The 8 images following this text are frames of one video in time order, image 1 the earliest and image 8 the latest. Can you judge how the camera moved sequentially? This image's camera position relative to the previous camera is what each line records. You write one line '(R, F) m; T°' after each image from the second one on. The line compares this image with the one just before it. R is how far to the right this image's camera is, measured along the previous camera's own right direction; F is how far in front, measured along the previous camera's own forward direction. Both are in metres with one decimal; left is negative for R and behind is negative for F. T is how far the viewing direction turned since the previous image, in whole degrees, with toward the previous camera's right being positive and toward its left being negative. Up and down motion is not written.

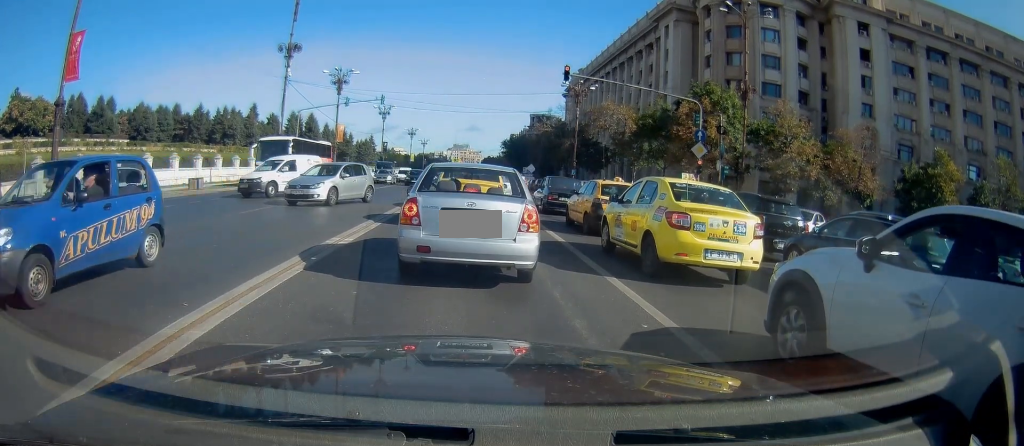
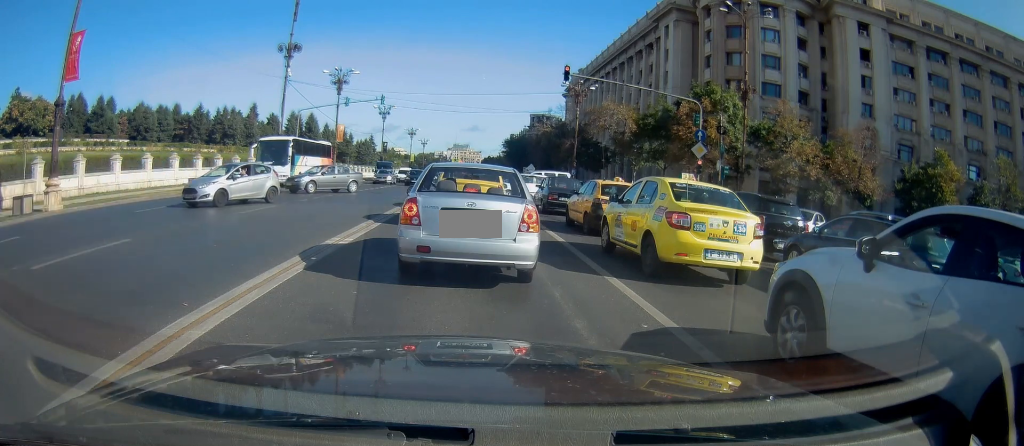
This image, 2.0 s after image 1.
(0.0, 0.0) m; 0°
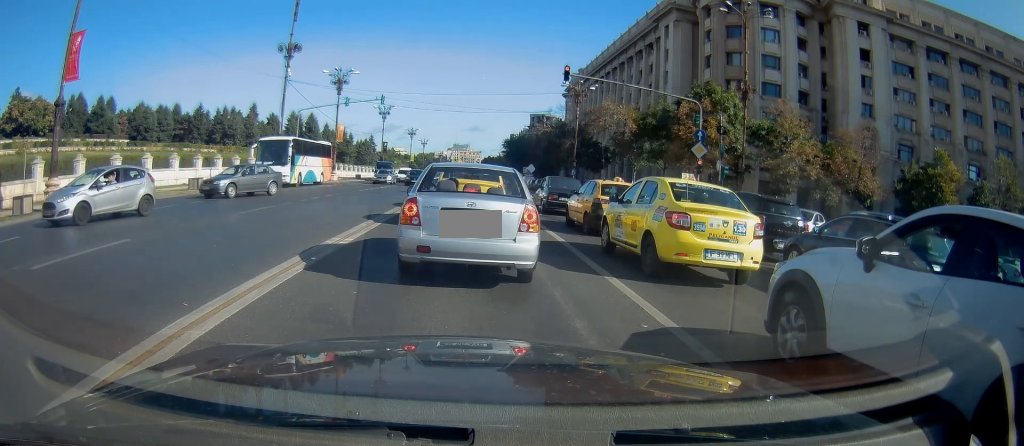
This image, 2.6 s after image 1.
(0.0, 0.0) m; 0°
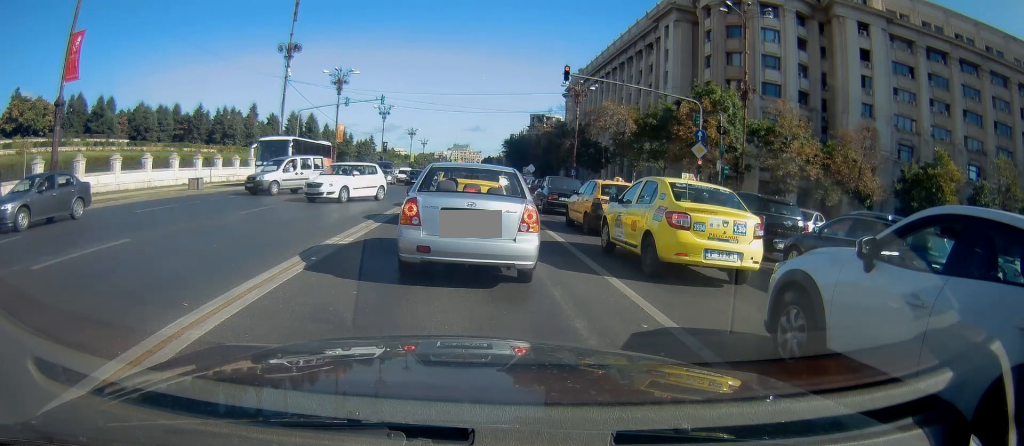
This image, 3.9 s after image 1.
(0.0, 0.0) m; 0°
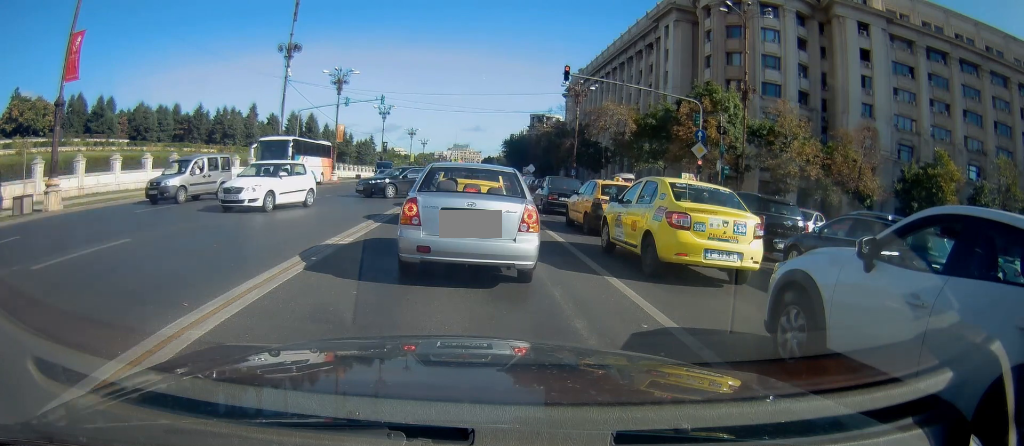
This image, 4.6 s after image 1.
(0.0, 0.0) m; 0°
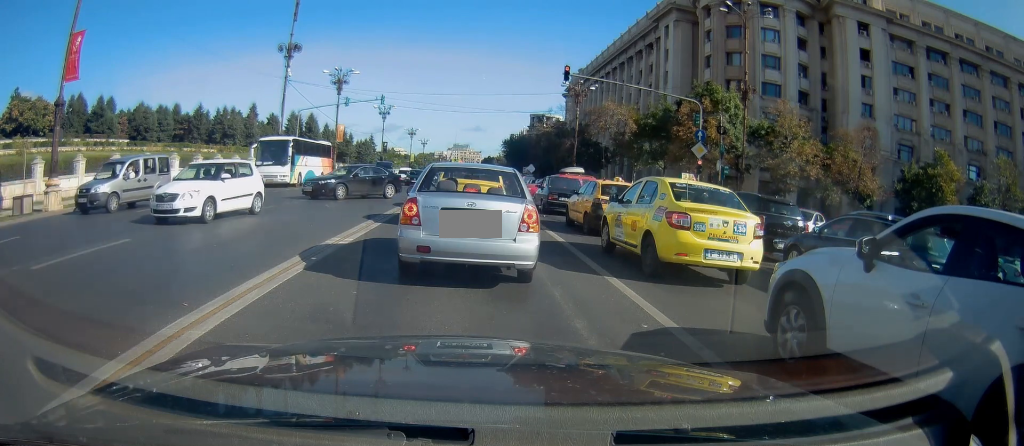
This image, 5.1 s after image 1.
(0.0, 0.0) m; 0°
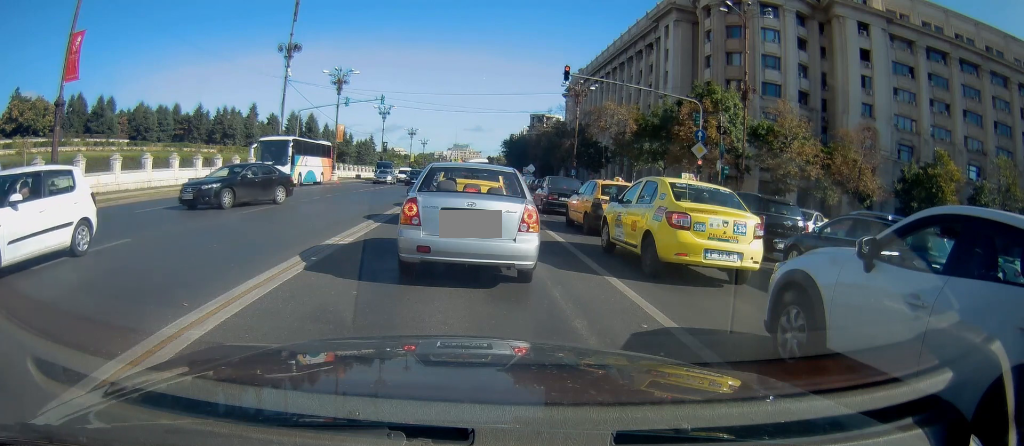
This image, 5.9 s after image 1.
(0.0, 0.0) m; 0°
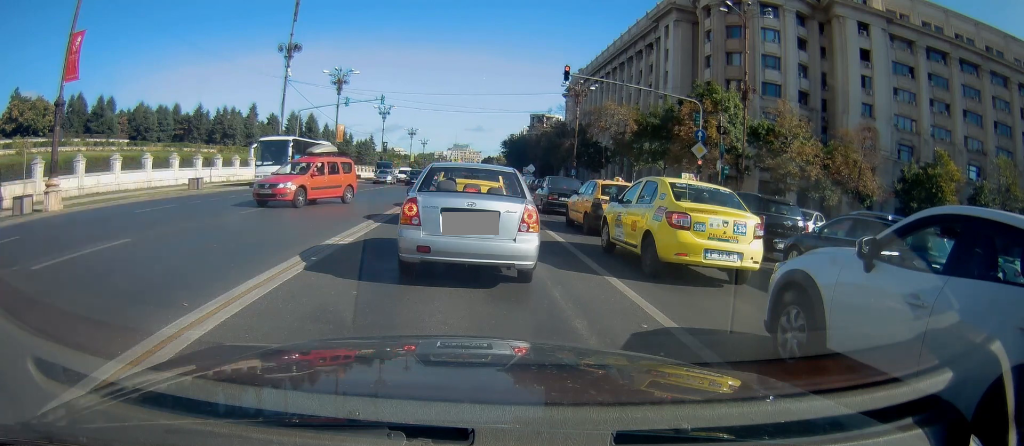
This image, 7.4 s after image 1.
(0.0, 0.0) m; 0°
